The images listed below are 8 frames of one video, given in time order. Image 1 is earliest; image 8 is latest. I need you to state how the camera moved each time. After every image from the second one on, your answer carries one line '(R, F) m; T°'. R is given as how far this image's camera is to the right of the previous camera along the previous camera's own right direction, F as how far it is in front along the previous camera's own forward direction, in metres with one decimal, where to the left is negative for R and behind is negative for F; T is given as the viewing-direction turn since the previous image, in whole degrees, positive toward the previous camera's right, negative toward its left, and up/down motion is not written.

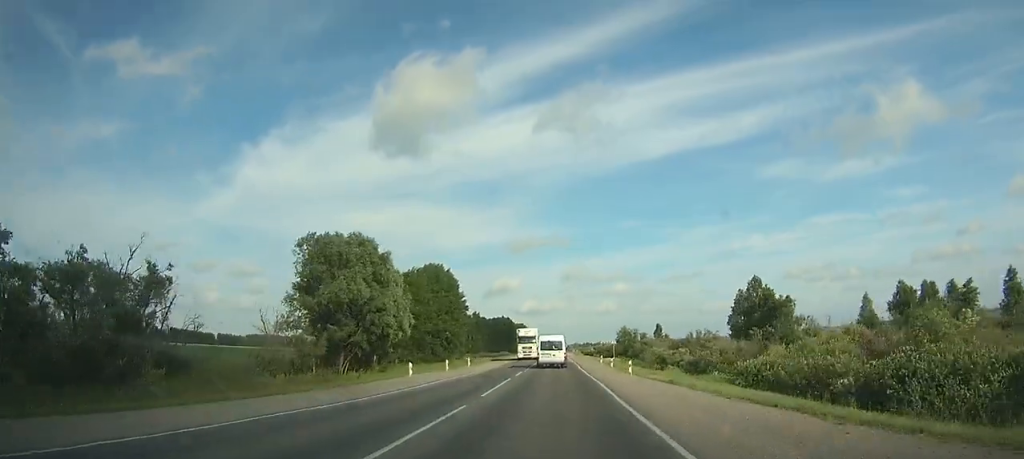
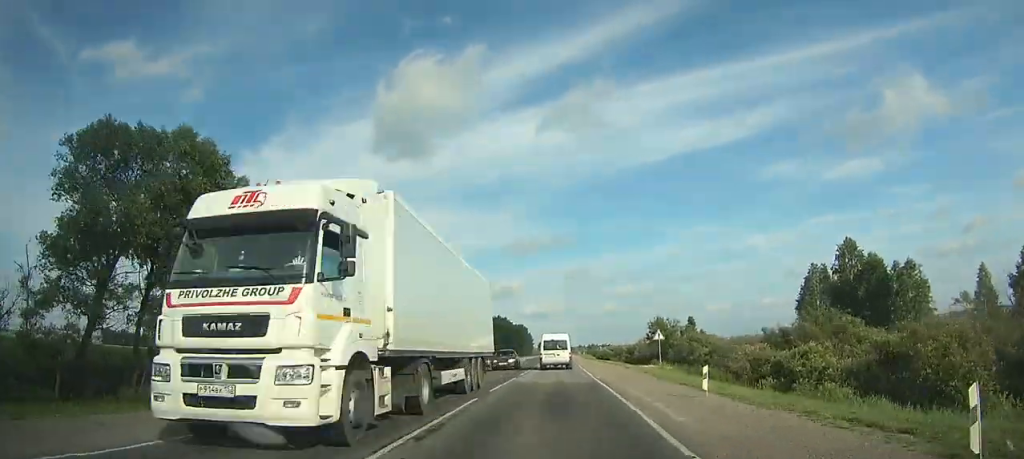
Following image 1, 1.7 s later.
(-0.1, +35.3) m; 0°
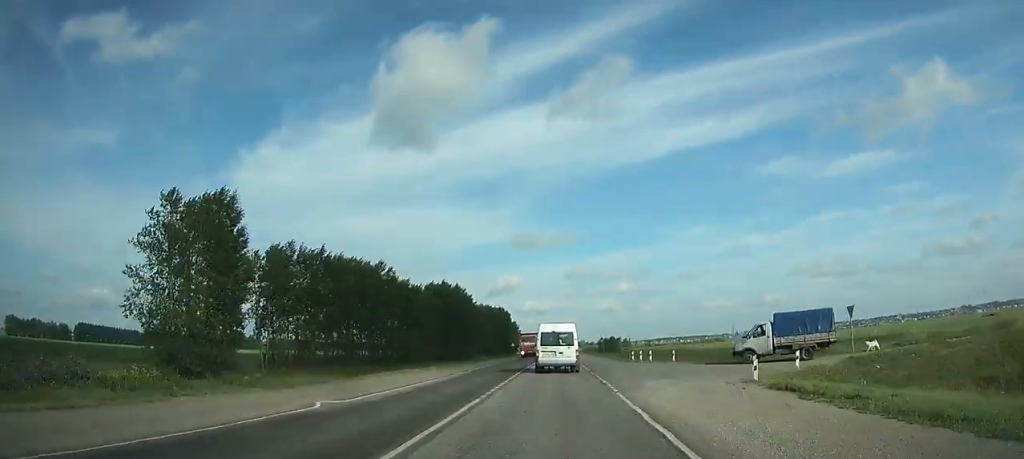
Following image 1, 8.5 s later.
(0.0, +129.3) m; +1°
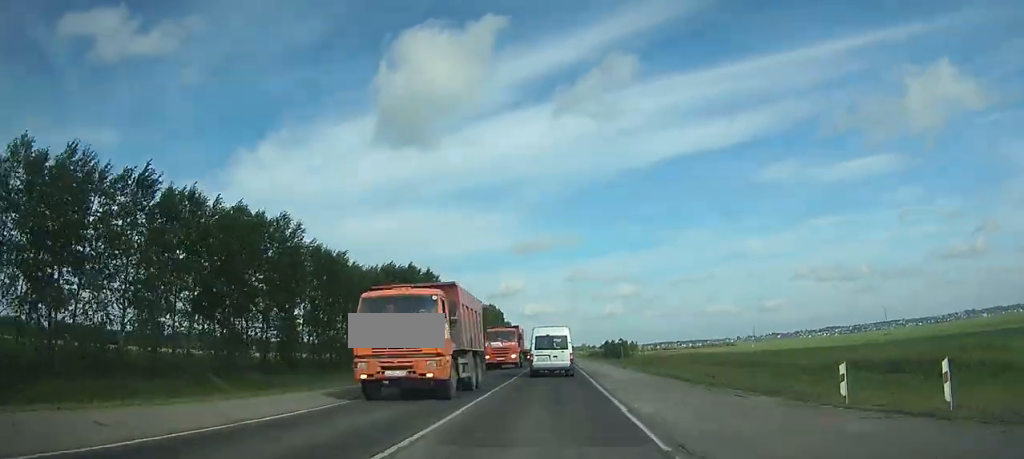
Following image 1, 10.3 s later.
(+0.8, +32.5) m; -1°
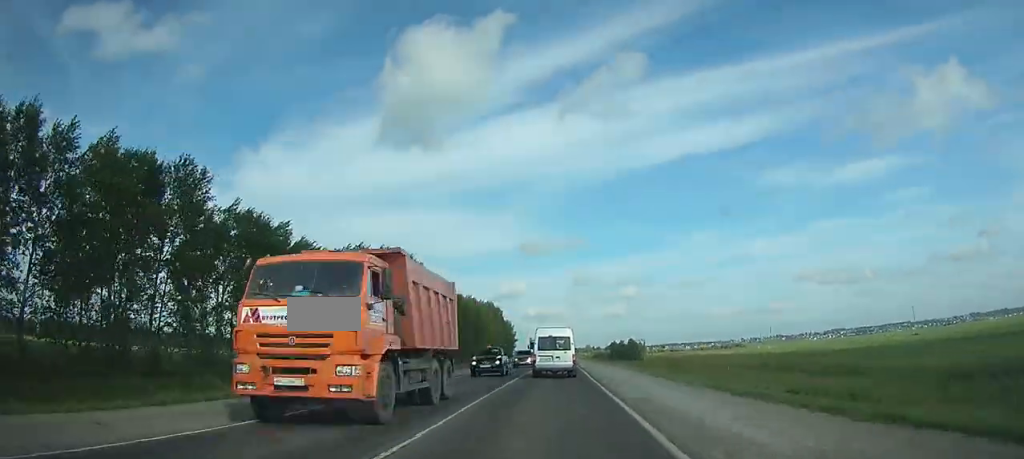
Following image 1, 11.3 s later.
(-0.6, +18.6) m; -1°
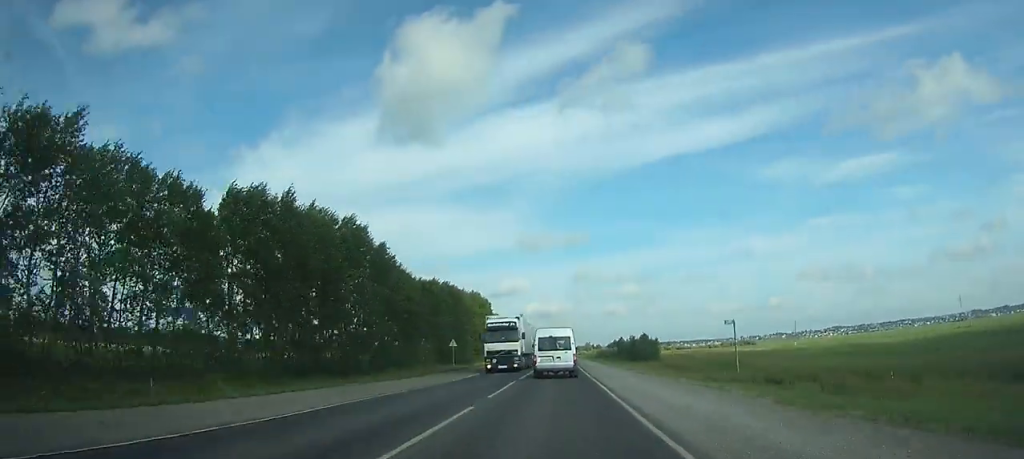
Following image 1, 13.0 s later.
(-0.6, +31.1) m; 0°
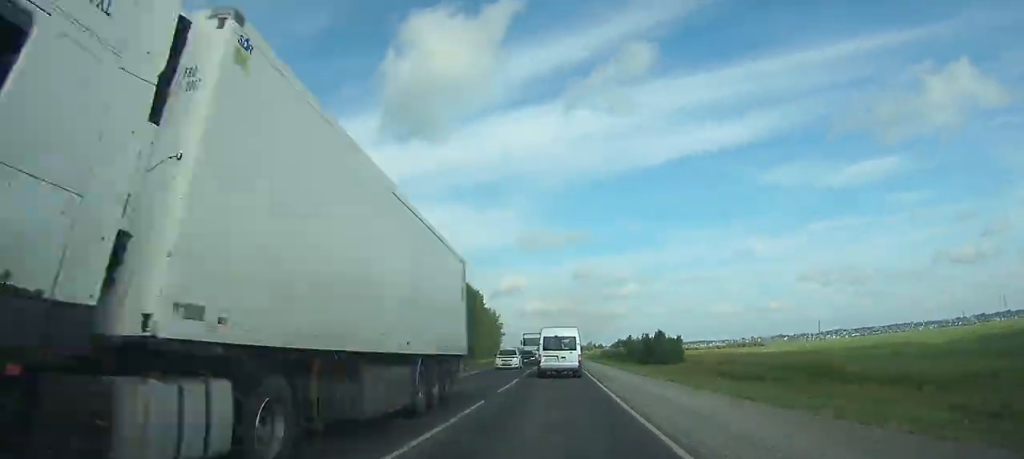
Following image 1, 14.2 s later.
(+0.3, +22.3) m; +1°
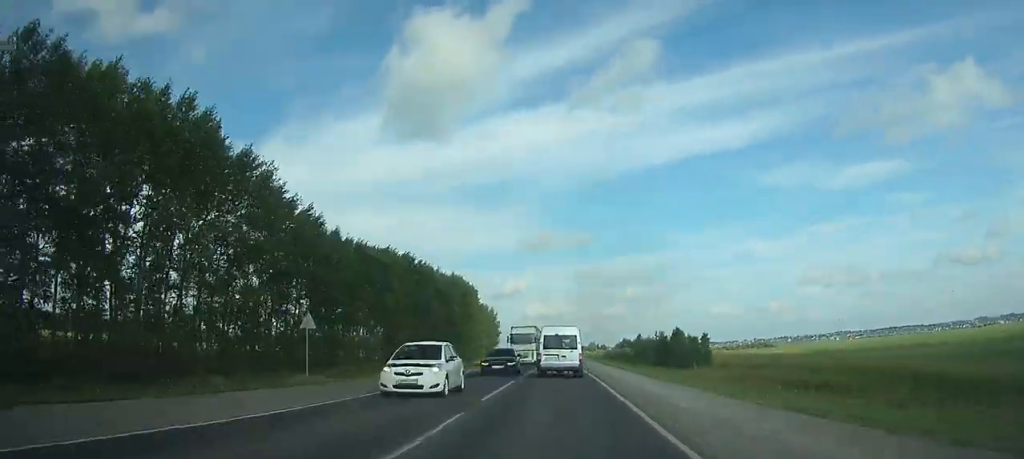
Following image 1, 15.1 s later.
(+0.1, +15.7) m; 0°
